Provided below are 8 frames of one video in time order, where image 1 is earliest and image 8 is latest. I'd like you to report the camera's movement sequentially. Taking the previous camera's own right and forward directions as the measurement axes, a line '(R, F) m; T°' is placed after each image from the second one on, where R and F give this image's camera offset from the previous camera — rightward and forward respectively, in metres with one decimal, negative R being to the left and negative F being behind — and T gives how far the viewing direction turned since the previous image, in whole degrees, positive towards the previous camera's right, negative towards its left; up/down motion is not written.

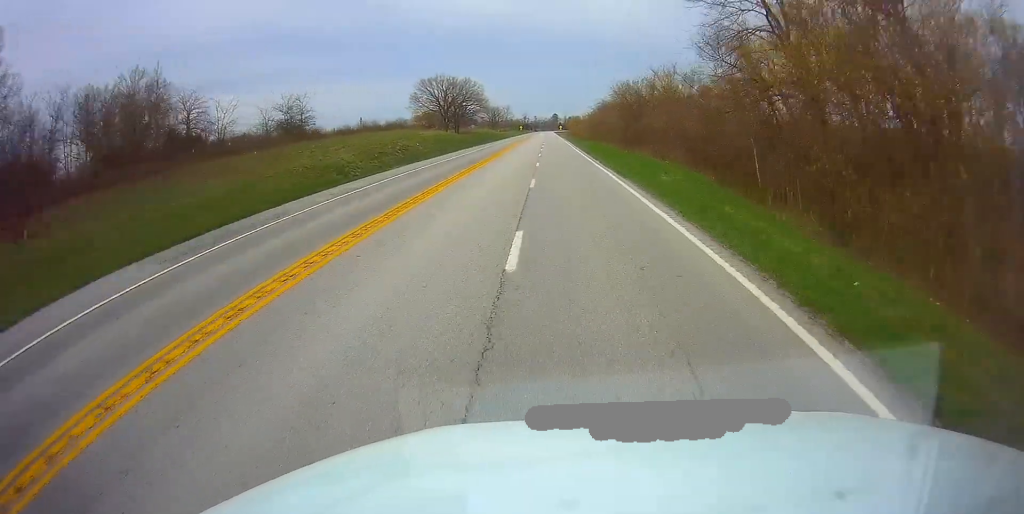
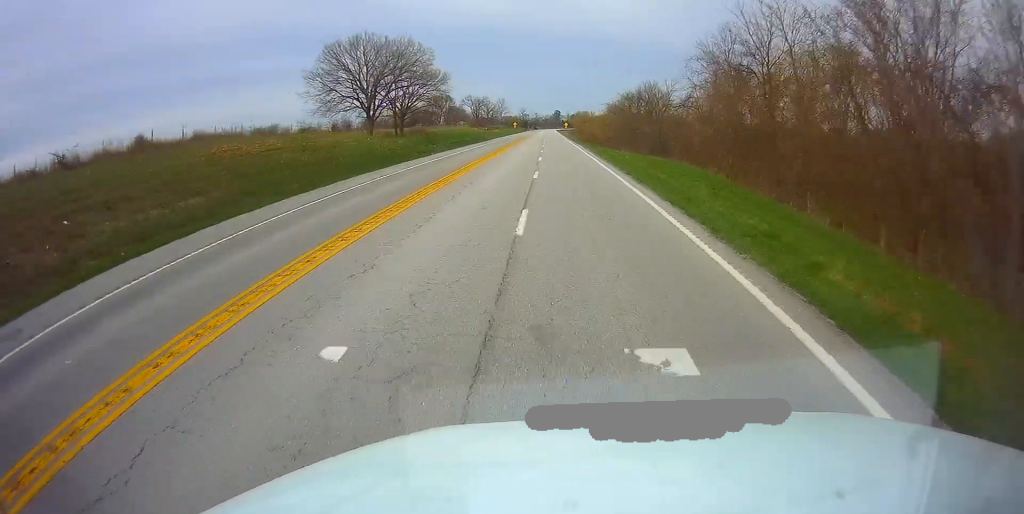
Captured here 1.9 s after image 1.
(-0.3, +57.6) m; -1°
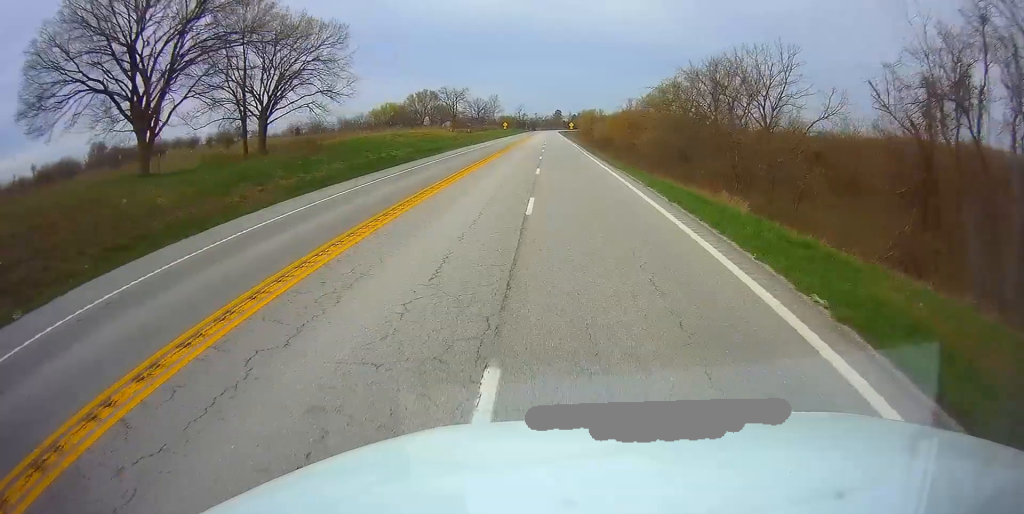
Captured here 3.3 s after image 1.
(+0.5, +45.3) m; +2°
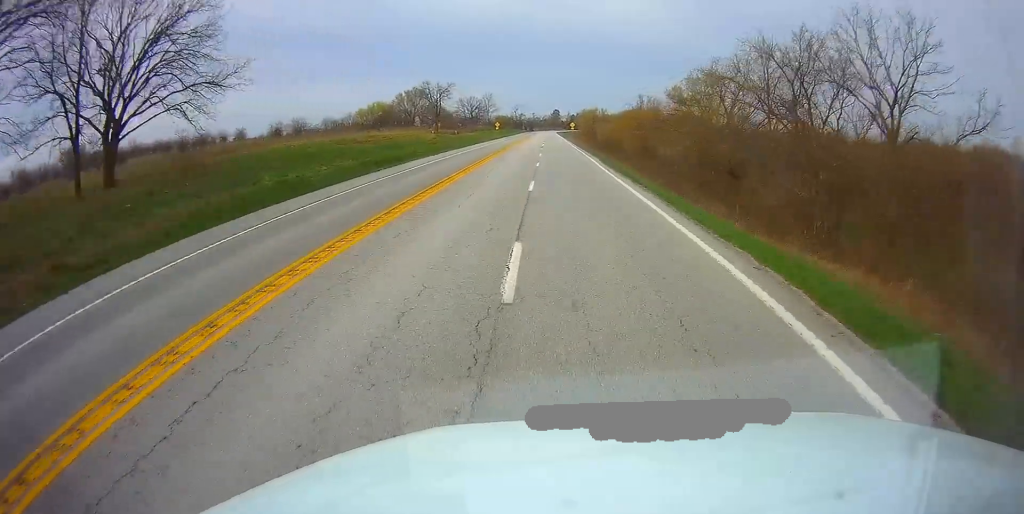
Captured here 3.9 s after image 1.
(+0.1, +18.6) m; 0°
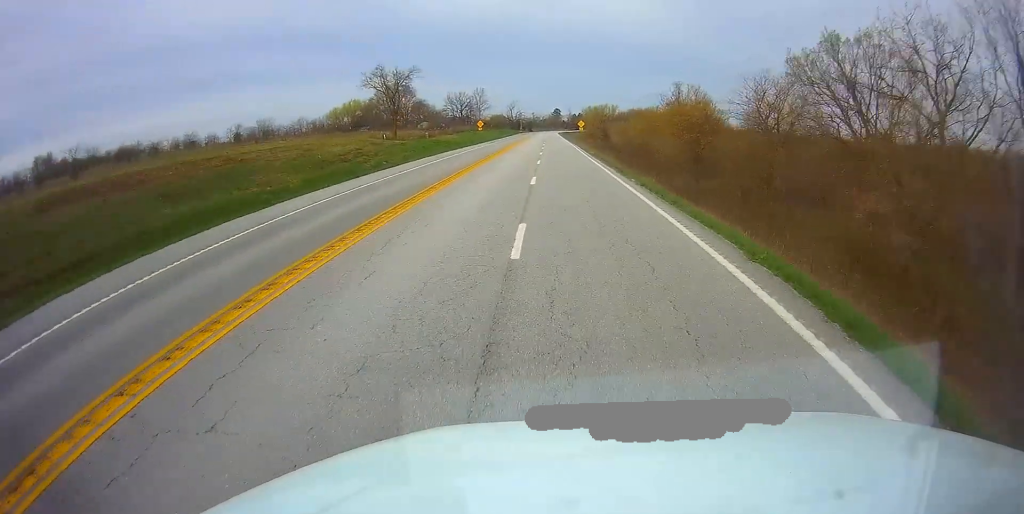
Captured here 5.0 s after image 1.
(-0.3, +34.1) m; -1°
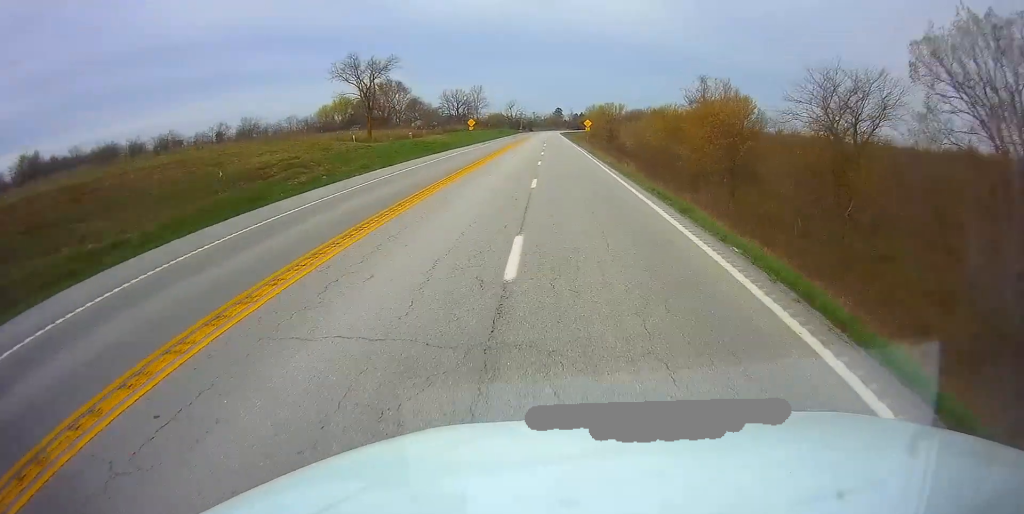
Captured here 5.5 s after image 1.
(-0.2, +13.4) m; -1°
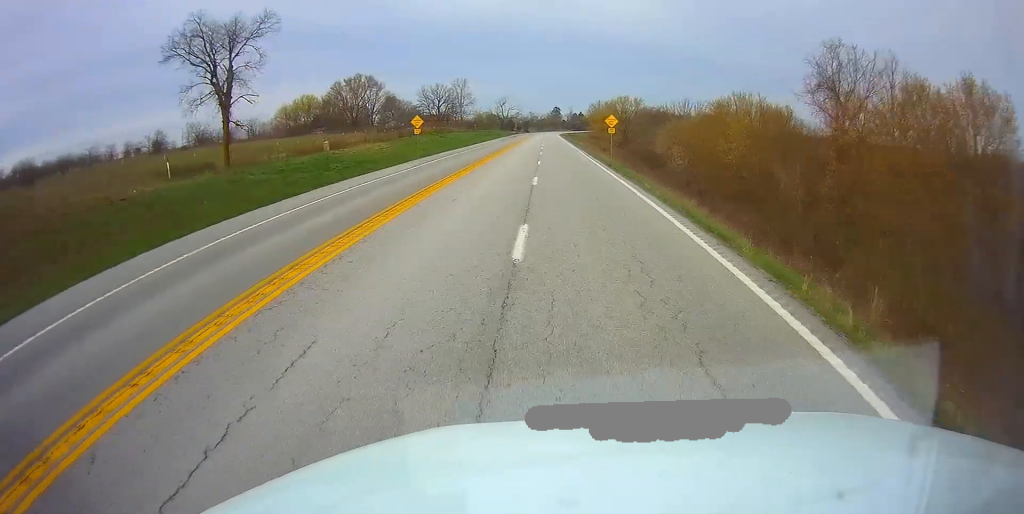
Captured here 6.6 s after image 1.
(-0.1, +35.1) m; +1°
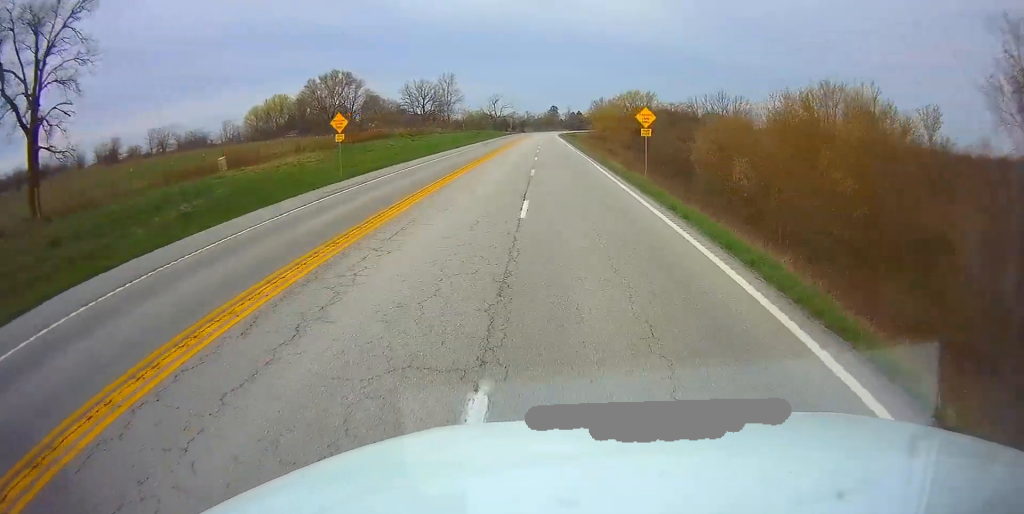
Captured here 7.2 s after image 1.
(+0.5, +19.6) m; 0°
